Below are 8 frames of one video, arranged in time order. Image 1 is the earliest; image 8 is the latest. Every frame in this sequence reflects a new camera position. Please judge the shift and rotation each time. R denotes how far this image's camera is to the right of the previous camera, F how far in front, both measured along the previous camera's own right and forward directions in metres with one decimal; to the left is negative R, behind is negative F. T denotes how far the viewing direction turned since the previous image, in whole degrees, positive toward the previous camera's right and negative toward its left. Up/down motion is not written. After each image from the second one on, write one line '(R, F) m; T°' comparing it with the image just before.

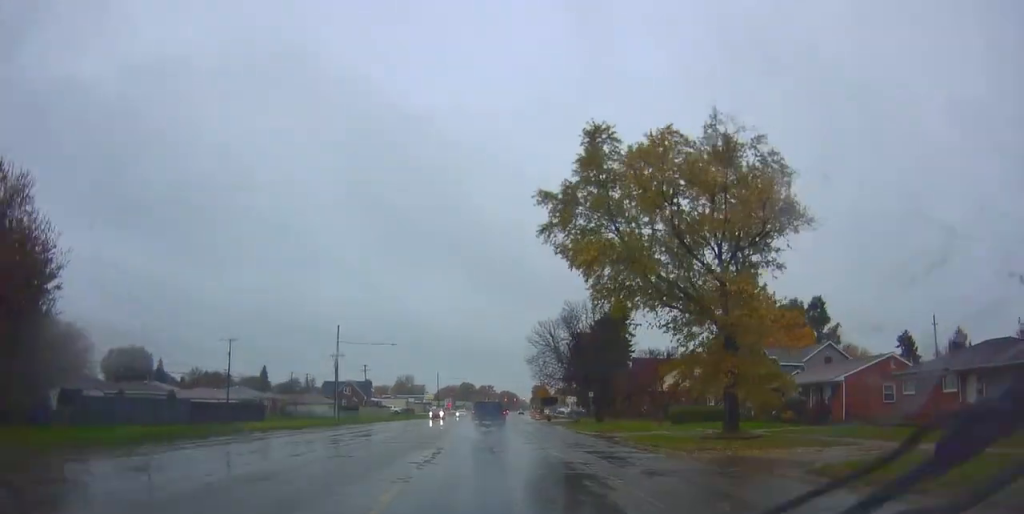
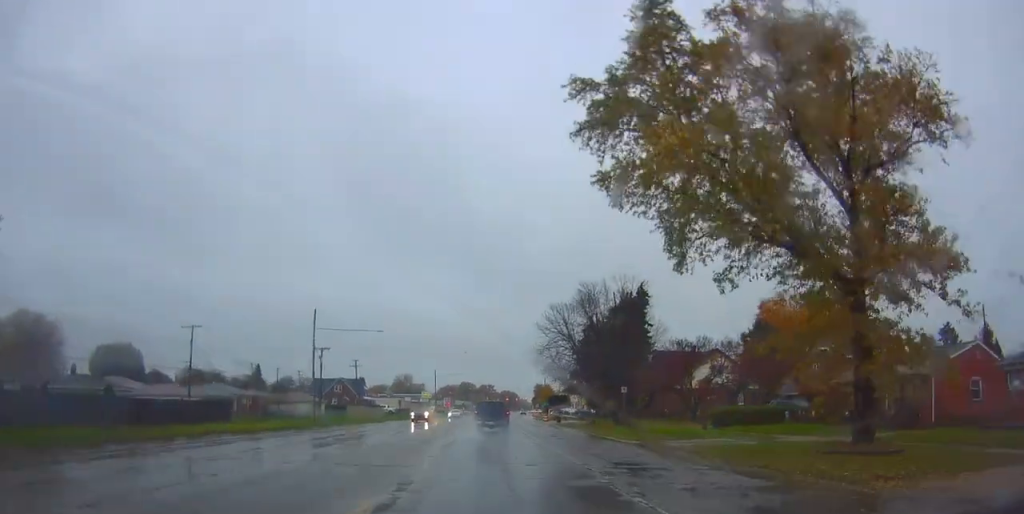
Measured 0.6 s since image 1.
(0.0, +9.3) m; 0°
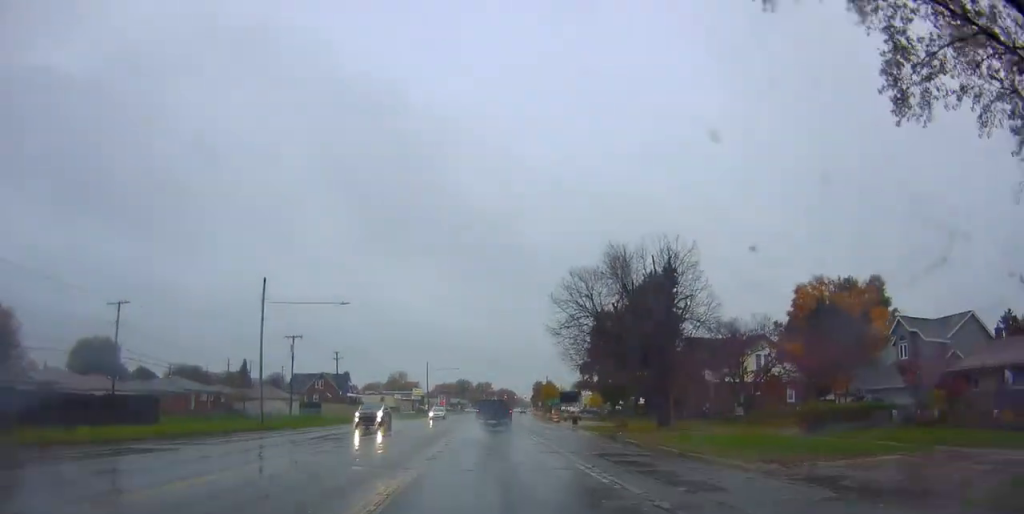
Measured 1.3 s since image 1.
(-0.1, +12.5) m; +1°
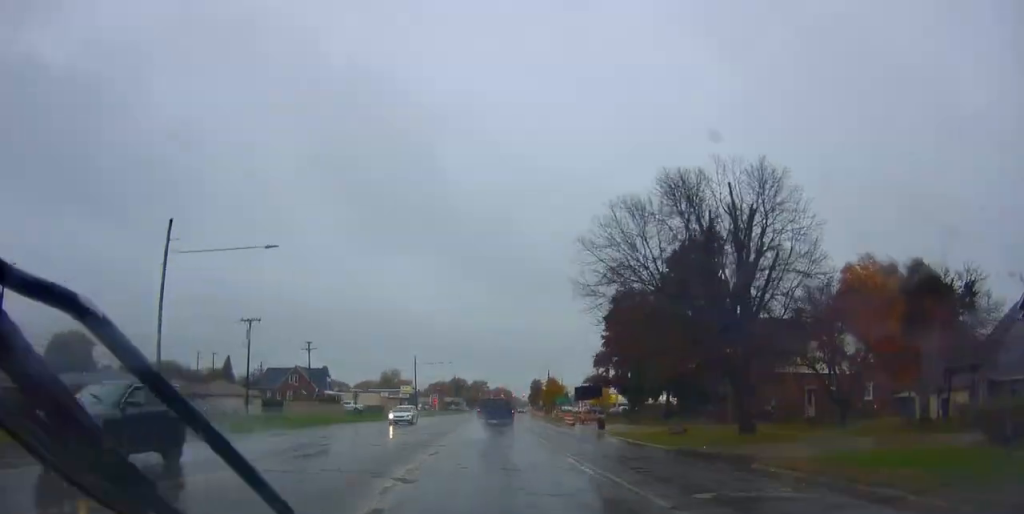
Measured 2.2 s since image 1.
(+0.2, +13.0) m; +1°
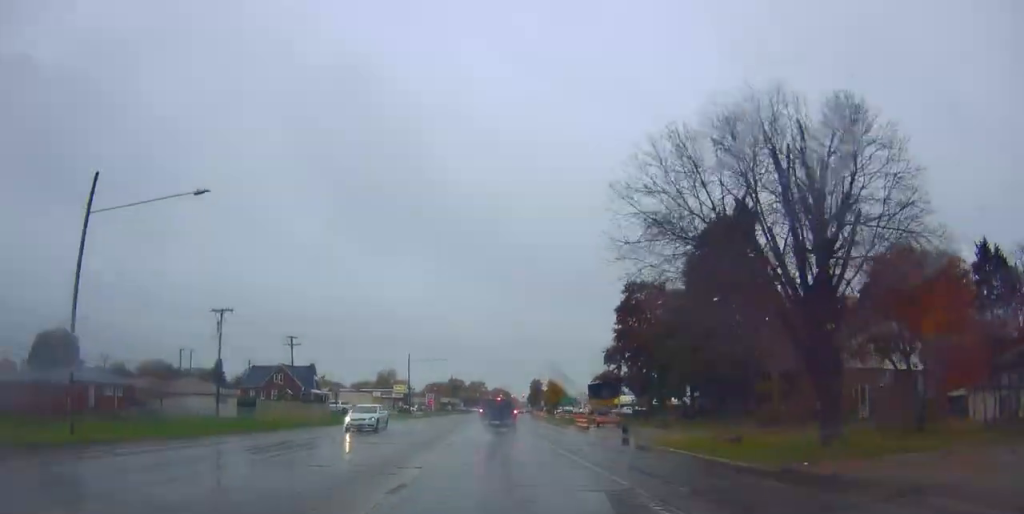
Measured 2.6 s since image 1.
(0.0, +6.8) m; -1°
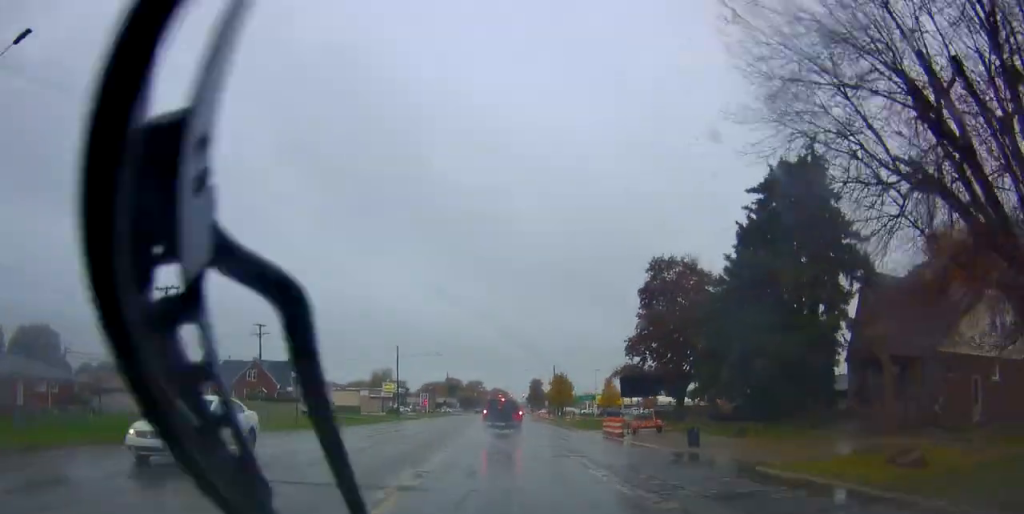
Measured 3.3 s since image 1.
(+0.3, +10.4) m; -2°
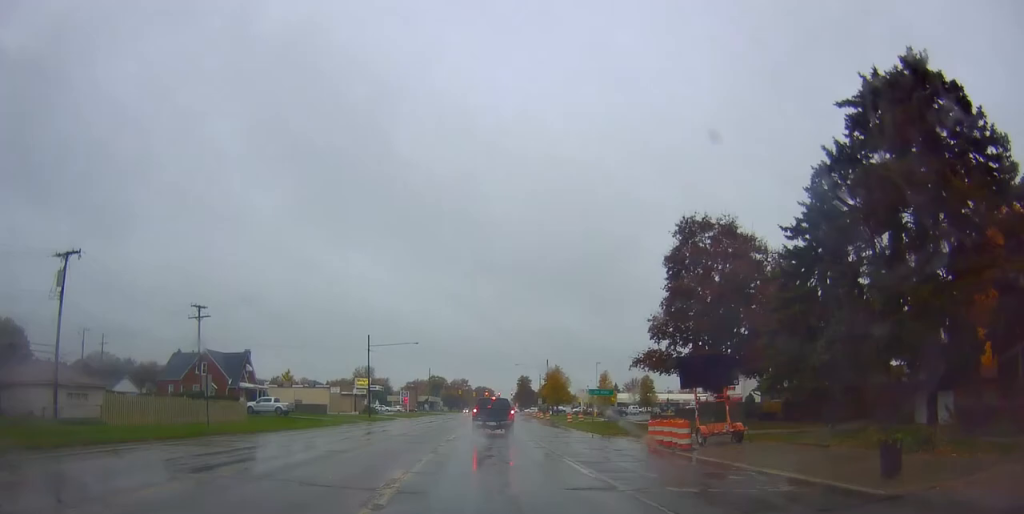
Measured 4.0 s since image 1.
(-0.8, +11.9) m; 0°
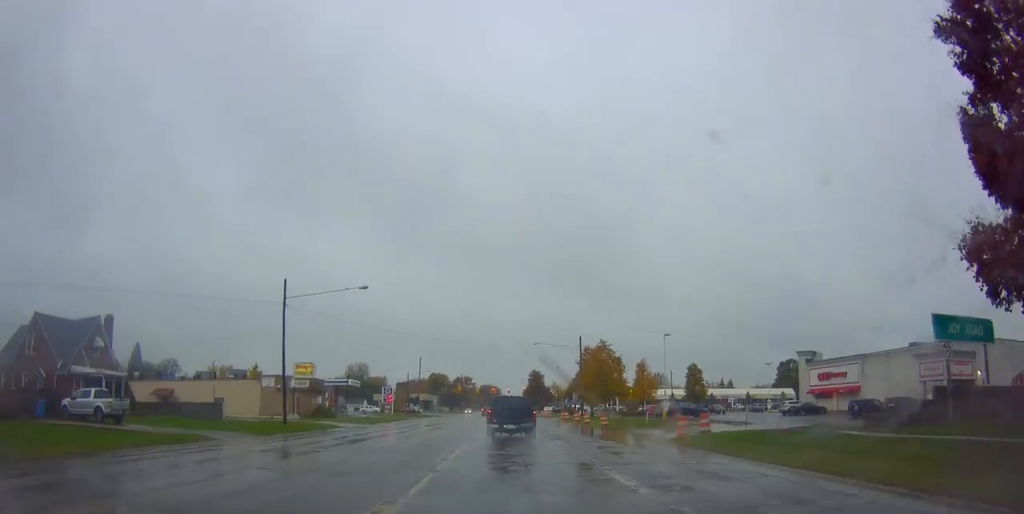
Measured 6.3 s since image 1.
(+2.1, +34.4) m; +2°
